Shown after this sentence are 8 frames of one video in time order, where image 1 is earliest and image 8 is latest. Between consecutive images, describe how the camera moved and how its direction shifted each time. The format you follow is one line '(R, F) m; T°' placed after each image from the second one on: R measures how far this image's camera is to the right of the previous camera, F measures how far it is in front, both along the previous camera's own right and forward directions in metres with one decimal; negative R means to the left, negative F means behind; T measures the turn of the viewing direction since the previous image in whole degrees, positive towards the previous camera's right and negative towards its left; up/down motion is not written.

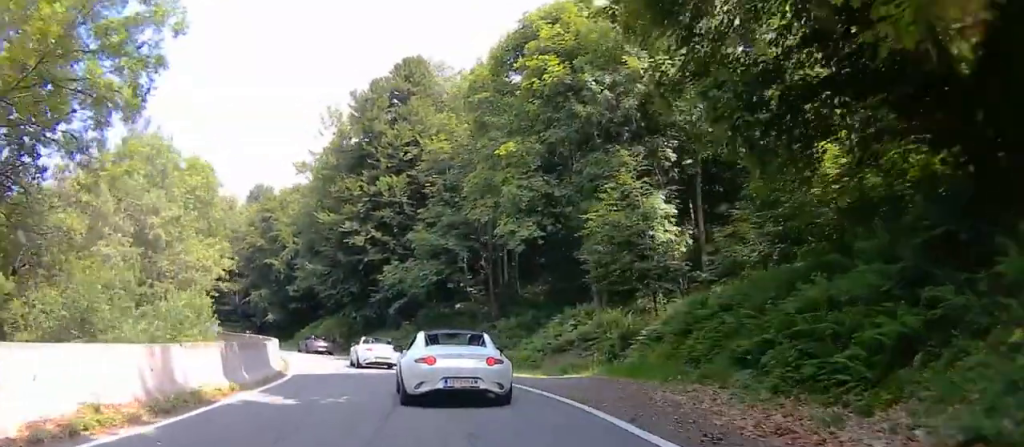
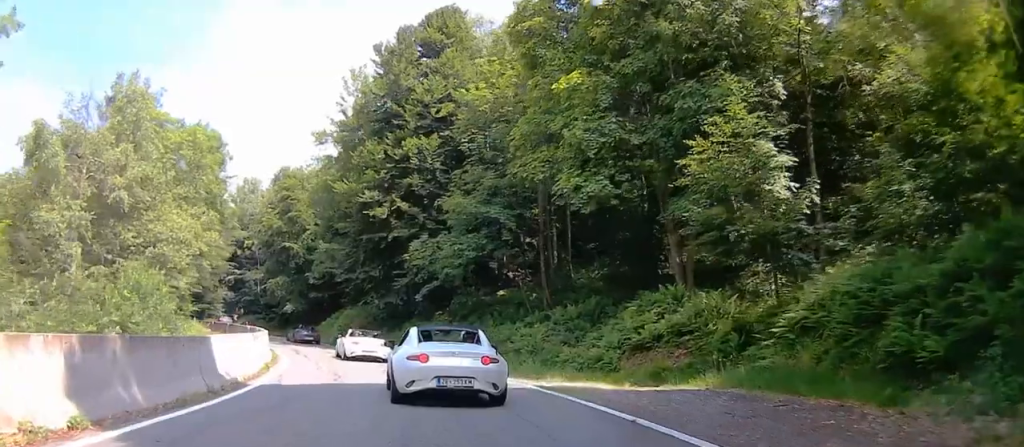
(0.0, +7.5) m; 0°
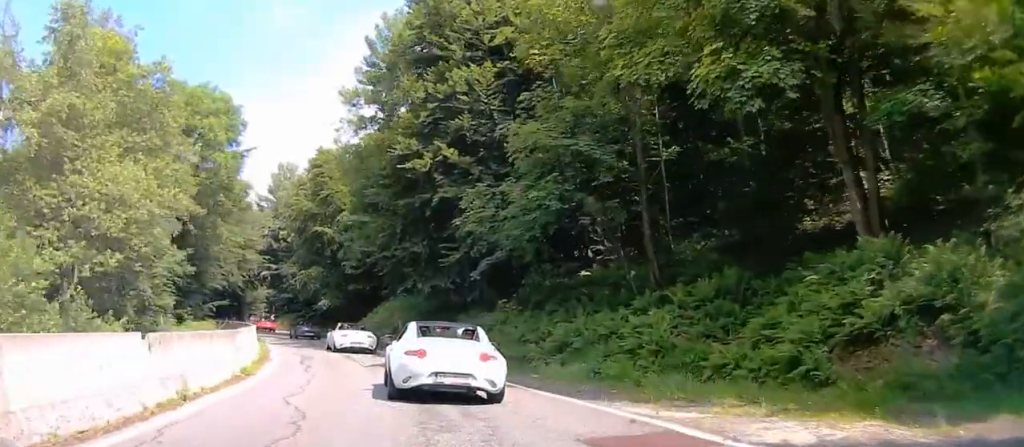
(0.0, +10.5) m; 0°
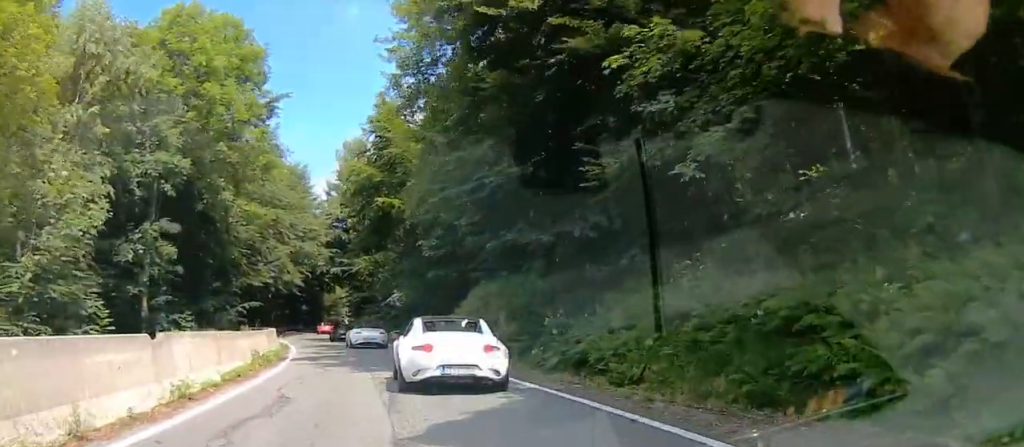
(0.0, +15.3) m; -3°
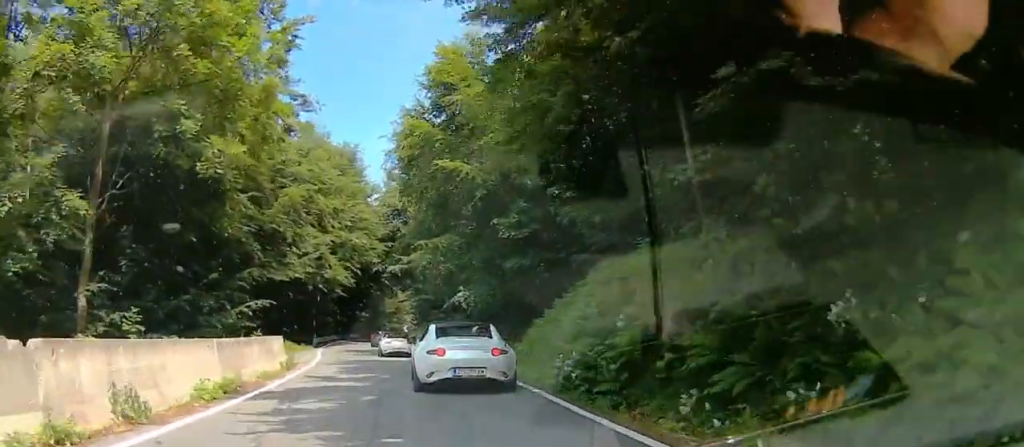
(0.0, +11.5) m; -9°
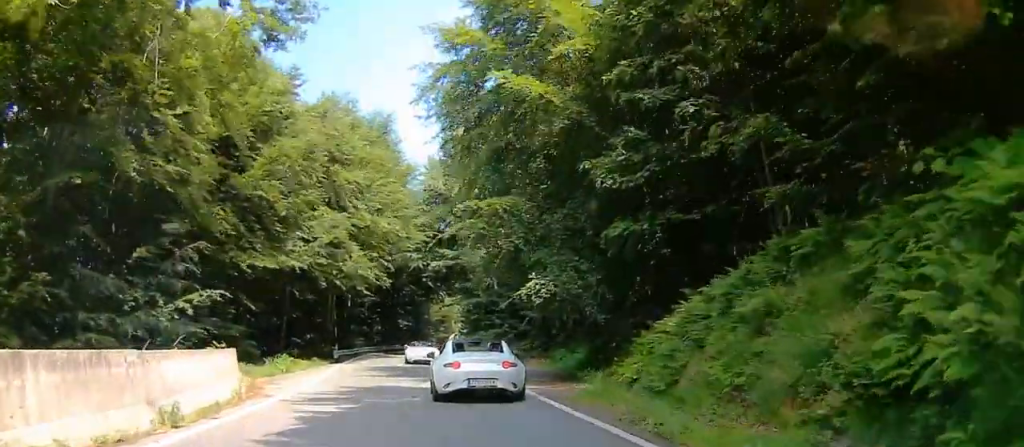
(-1.8, +11.9) m; -12°
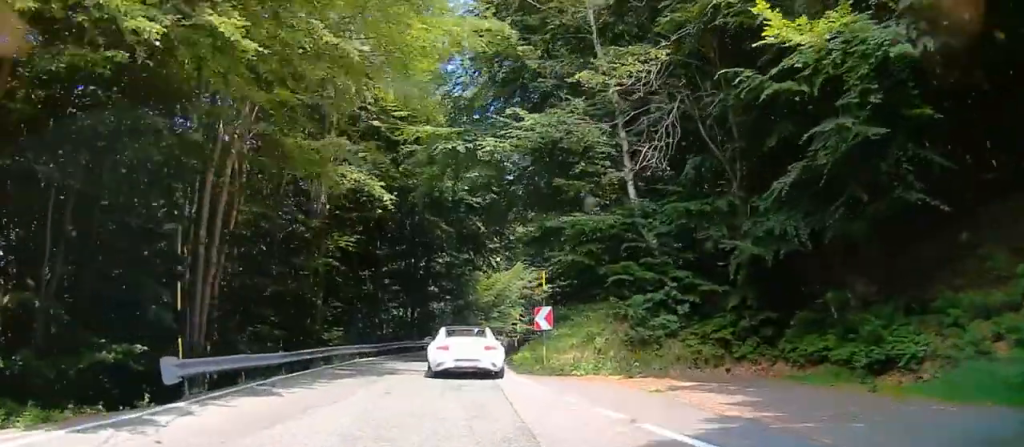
(-2.1, +32.1) m; -4°
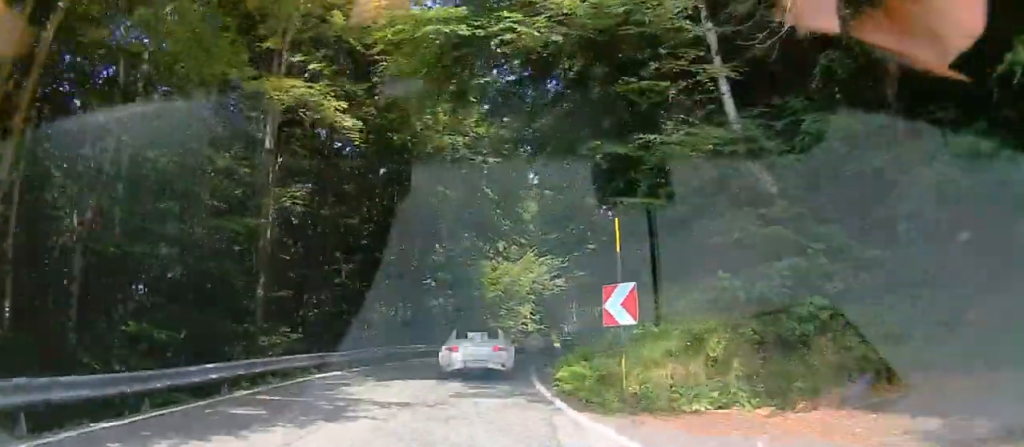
(0.0, +9.4) m; 0°
